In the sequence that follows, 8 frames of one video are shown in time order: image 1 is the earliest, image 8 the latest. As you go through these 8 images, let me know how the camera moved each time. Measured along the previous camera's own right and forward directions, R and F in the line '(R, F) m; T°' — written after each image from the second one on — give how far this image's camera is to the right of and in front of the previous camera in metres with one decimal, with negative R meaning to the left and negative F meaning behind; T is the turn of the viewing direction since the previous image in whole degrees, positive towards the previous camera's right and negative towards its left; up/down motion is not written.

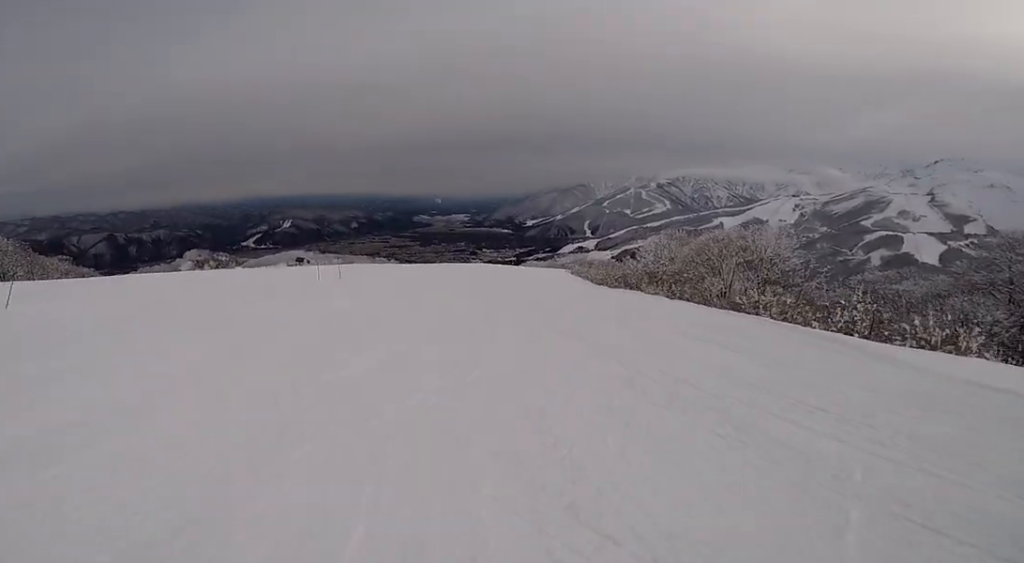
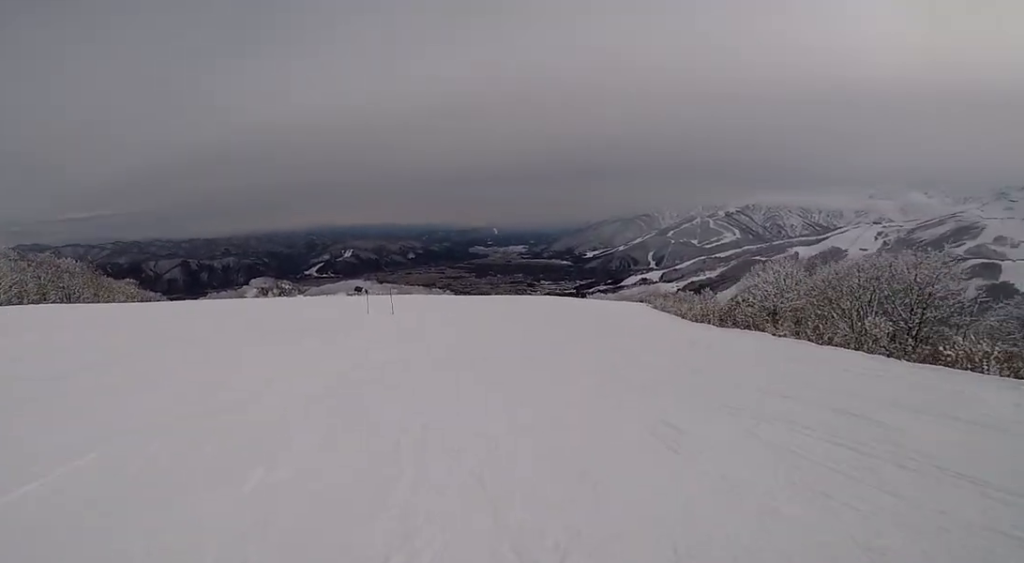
(+0.1, +6.0) m; +5°
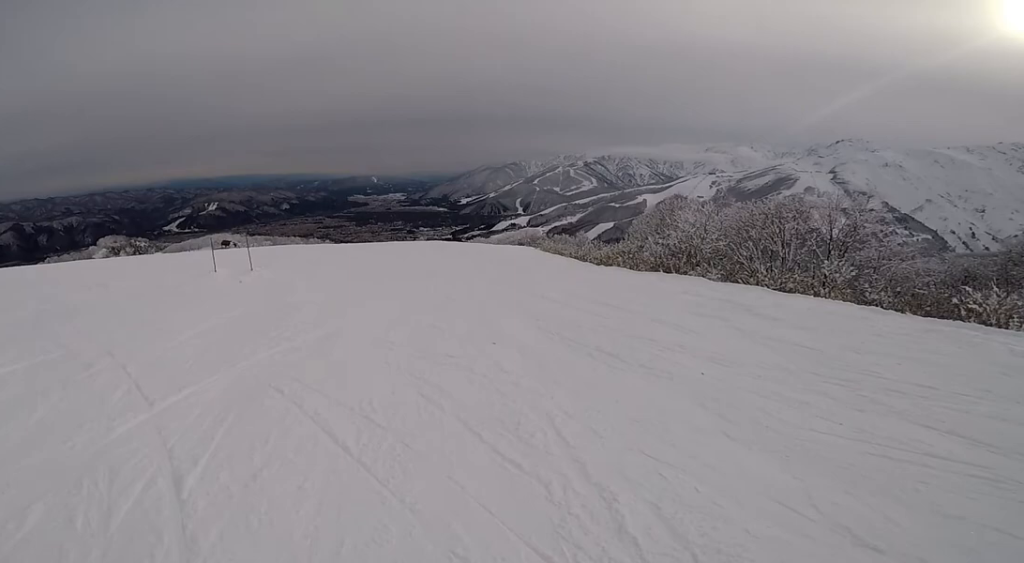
(+0.6, +6.7) m; +1°
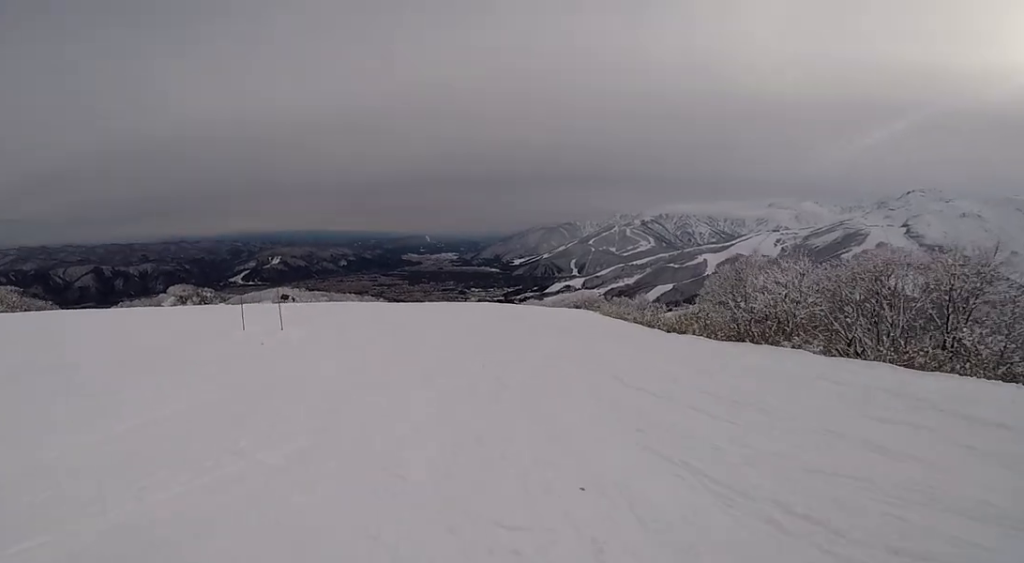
(+0.1, +2.8) m; -3°
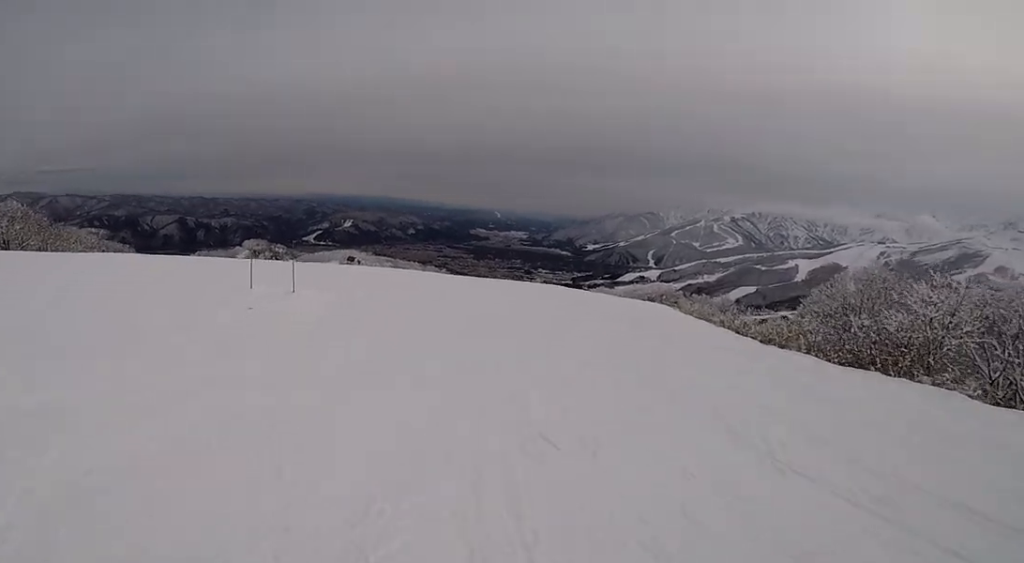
(-0.3, +3.9) m; -5°
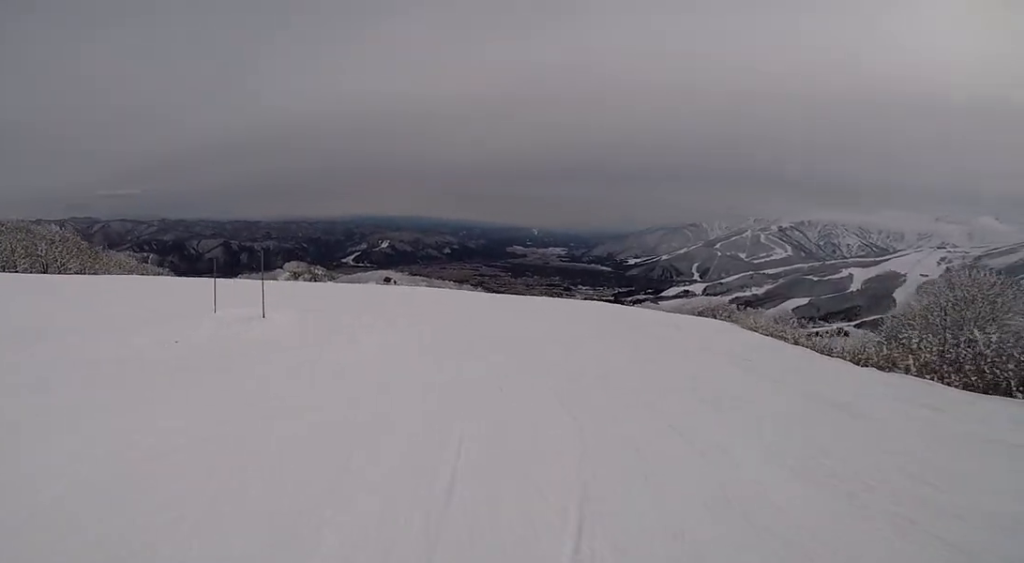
(-0.2, +4.2) m; -5°
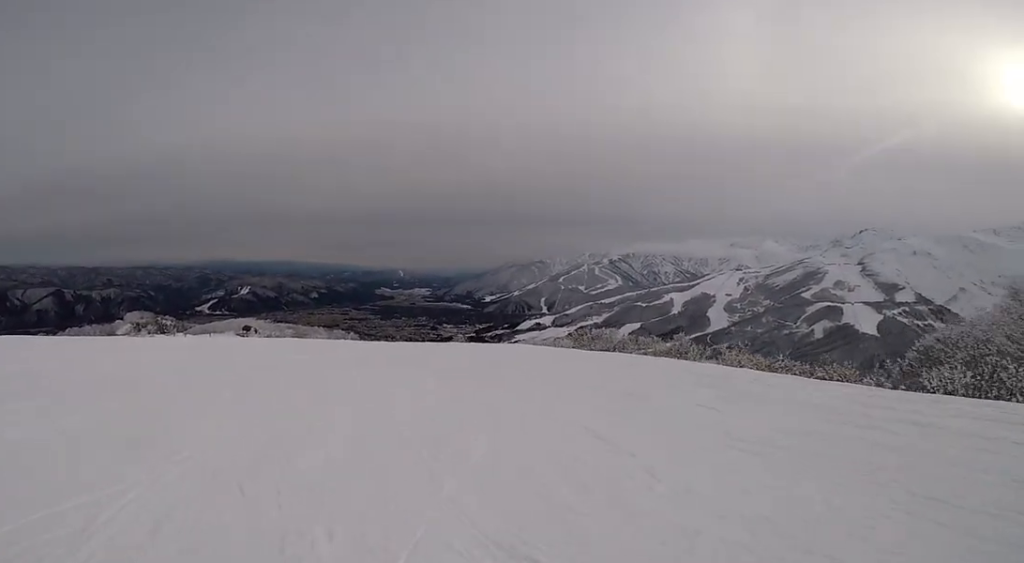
(+0.8, +19.5) m; +8°
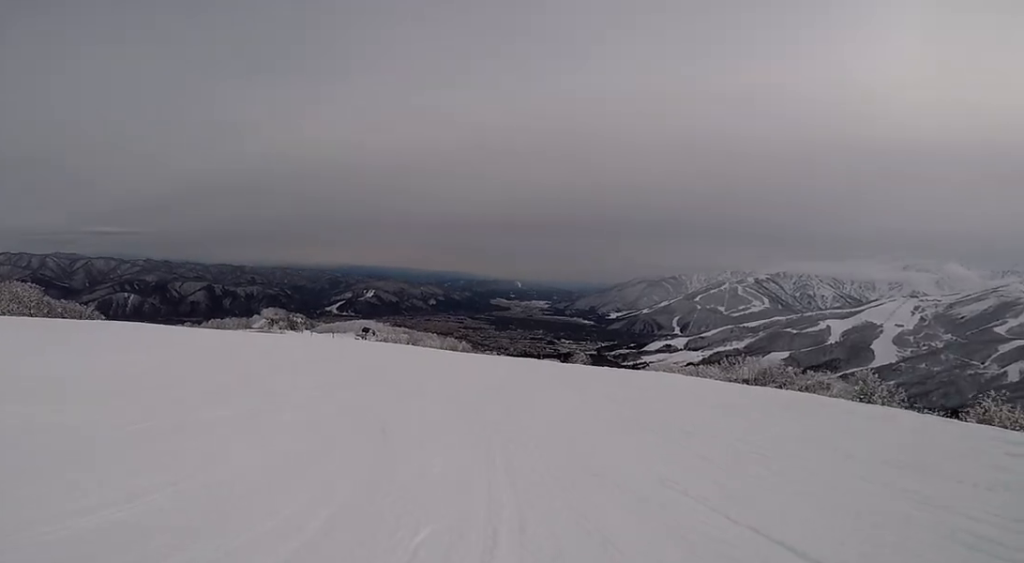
(-0.5, +8.3) m; -9°
